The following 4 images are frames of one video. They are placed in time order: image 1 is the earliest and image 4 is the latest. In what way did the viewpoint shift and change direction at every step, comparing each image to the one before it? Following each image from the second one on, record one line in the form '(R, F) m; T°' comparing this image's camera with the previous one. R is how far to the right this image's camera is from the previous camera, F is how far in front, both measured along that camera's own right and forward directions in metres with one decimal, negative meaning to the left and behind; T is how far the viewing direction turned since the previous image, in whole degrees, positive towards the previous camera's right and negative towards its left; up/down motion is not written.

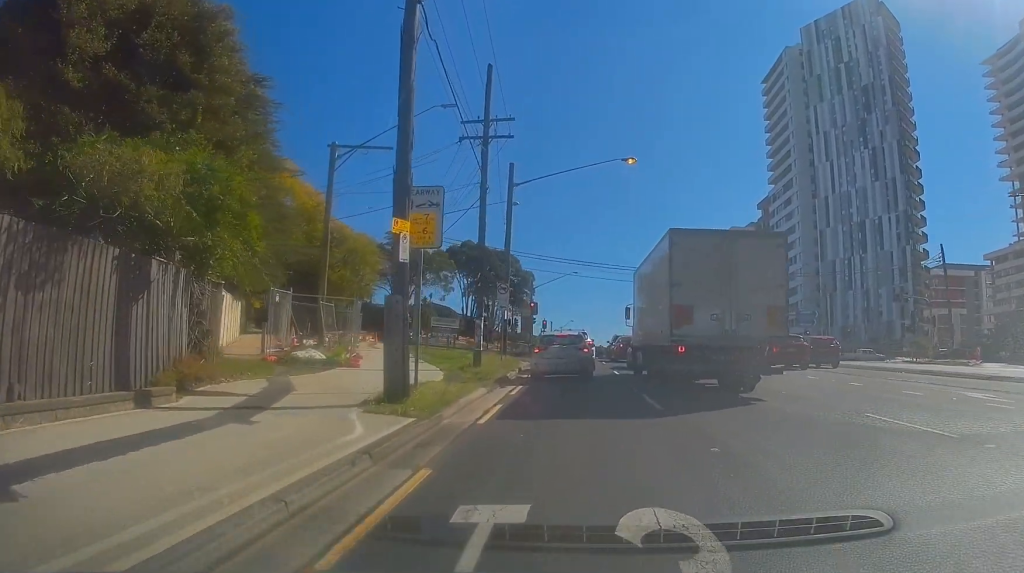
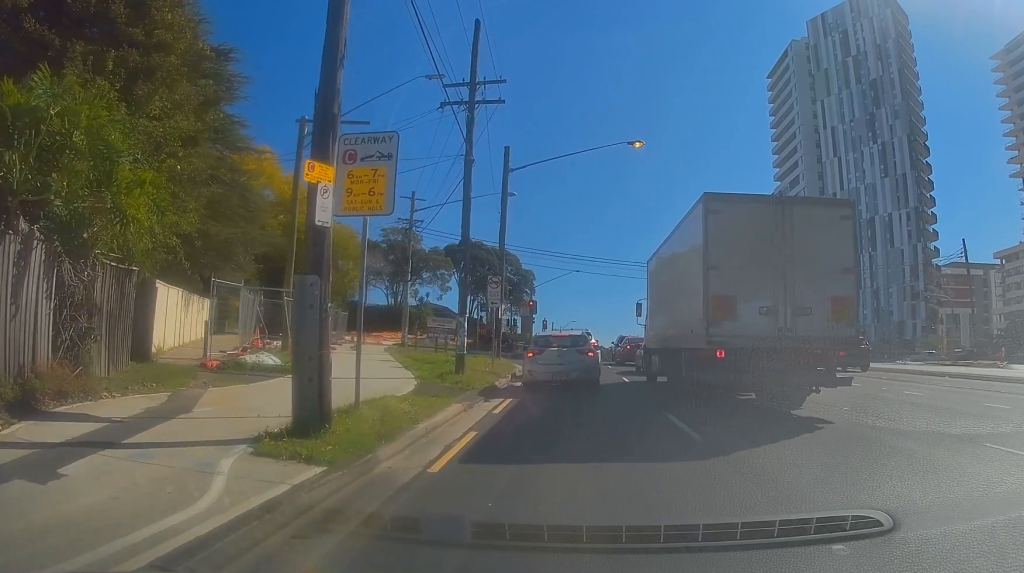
(0.0, +2.5) m; 0°
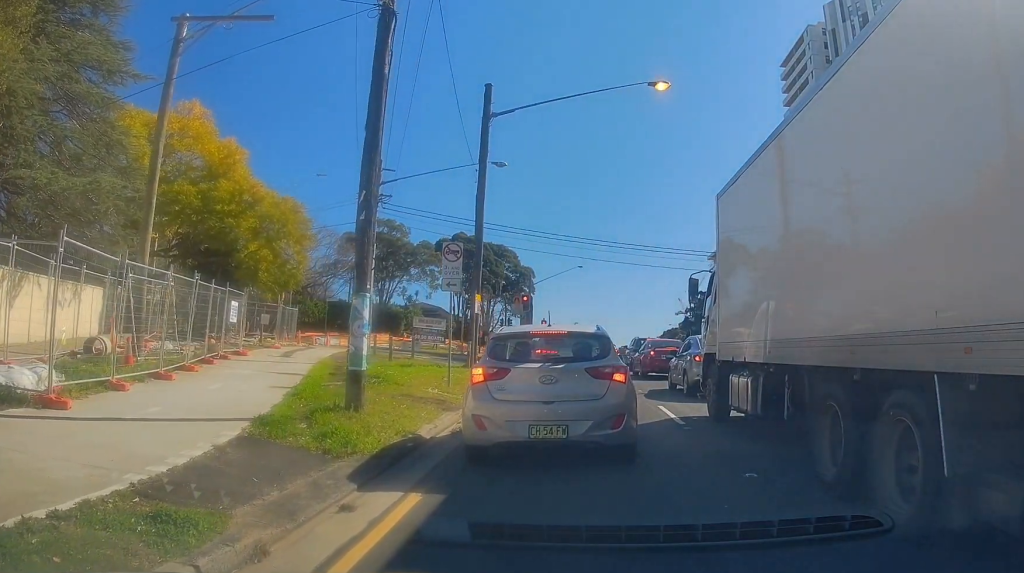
(+0.9, +4.2) m; 0°
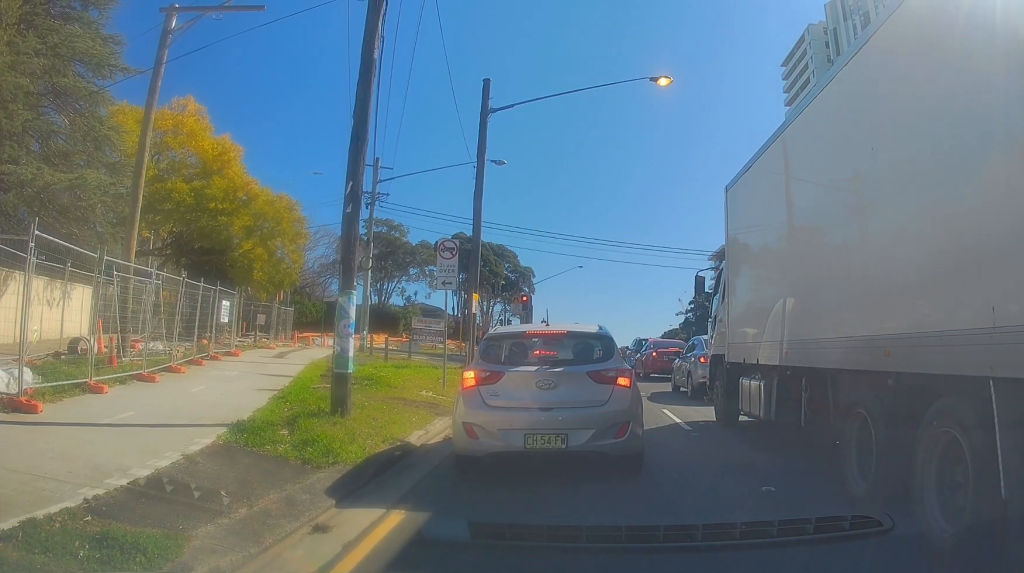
(-0.2, -0.1) m; 0°
